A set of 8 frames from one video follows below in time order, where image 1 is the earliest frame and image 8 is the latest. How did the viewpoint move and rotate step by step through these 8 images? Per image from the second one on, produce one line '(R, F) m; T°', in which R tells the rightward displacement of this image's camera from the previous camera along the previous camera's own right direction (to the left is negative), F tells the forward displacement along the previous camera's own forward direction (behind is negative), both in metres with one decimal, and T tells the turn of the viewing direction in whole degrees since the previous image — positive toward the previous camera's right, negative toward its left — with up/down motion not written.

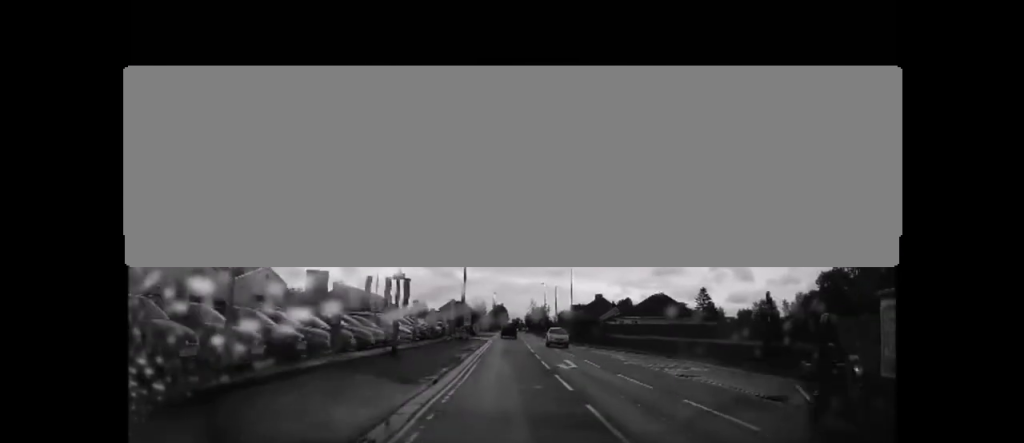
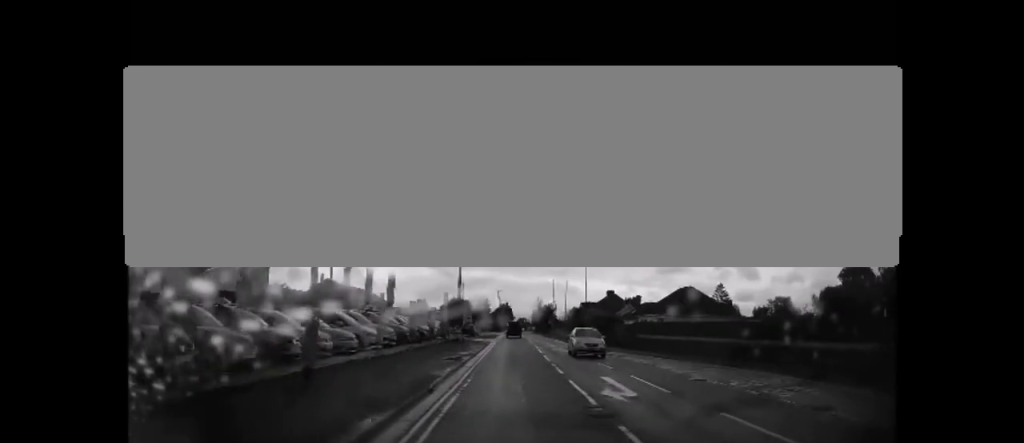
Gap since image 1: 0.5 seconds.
(+0.1, +7.8) m; 0°
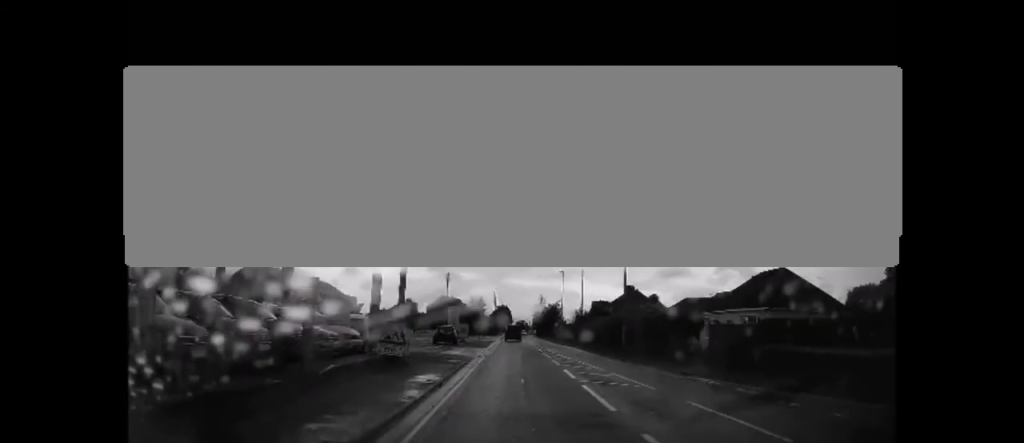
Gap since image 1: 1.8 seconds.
(-0.4, +18.2) m; -1°
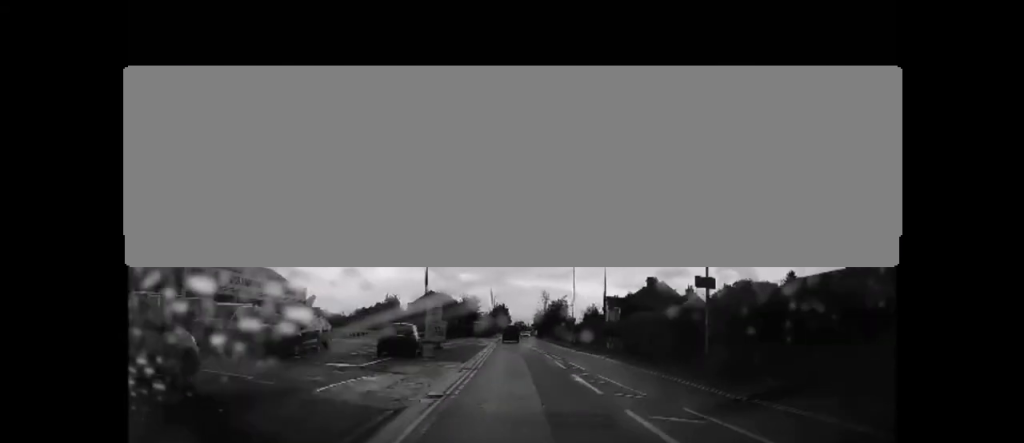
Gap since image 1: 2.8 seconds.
(0.0, +14.9) m; +1°
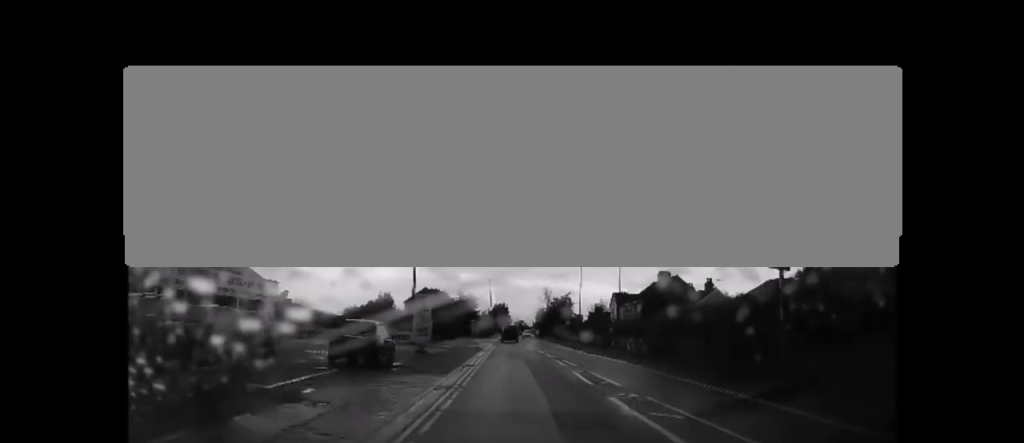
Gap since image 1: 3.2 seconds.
(+0.2, +6.0) m; 0°
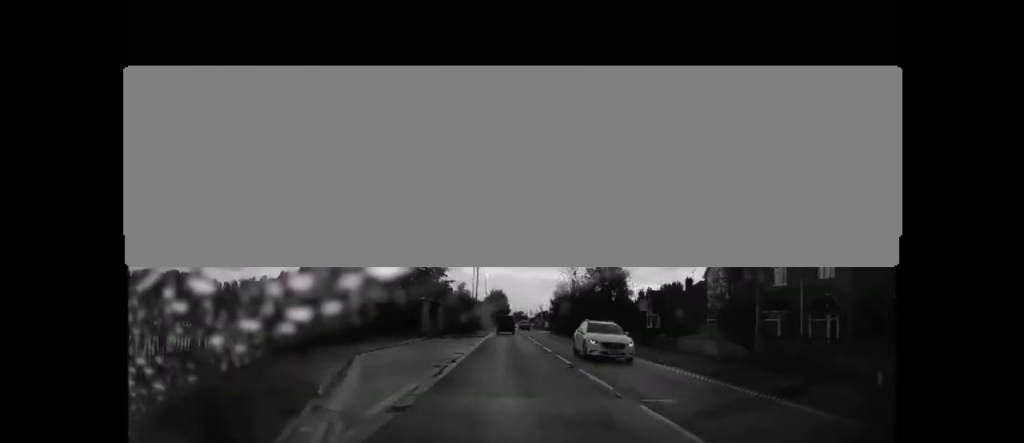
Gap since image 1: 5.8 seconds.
(-0.3, +39.2) m; 0°
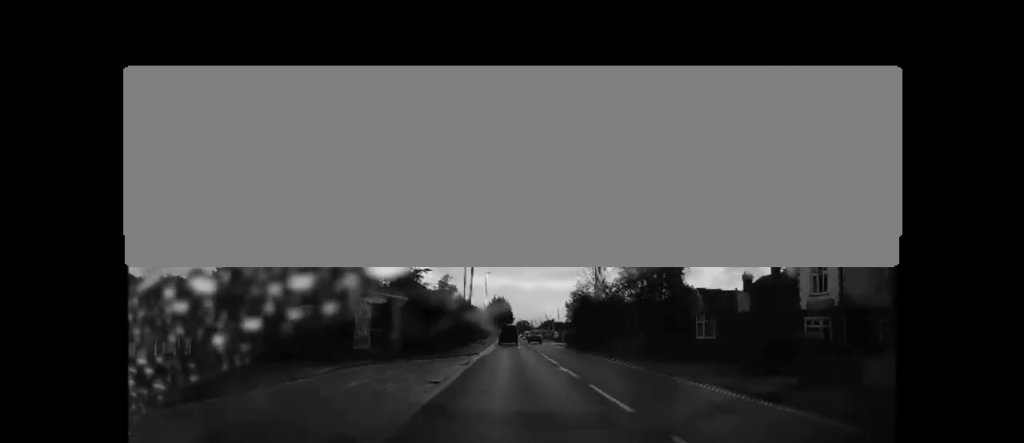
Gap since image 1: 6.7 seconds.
(+0.1, +14.0) m; -1°
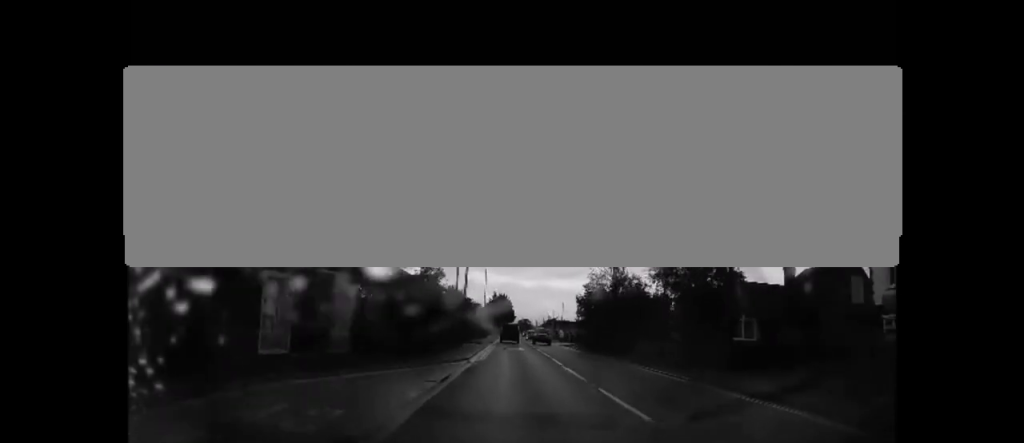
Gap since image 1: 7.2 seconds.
(-0.1, +7.0) m; -1°
